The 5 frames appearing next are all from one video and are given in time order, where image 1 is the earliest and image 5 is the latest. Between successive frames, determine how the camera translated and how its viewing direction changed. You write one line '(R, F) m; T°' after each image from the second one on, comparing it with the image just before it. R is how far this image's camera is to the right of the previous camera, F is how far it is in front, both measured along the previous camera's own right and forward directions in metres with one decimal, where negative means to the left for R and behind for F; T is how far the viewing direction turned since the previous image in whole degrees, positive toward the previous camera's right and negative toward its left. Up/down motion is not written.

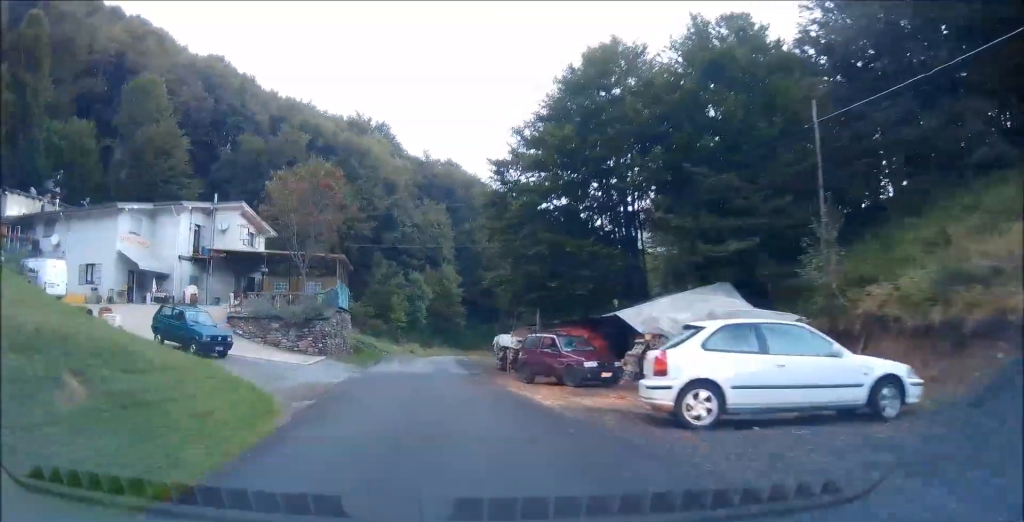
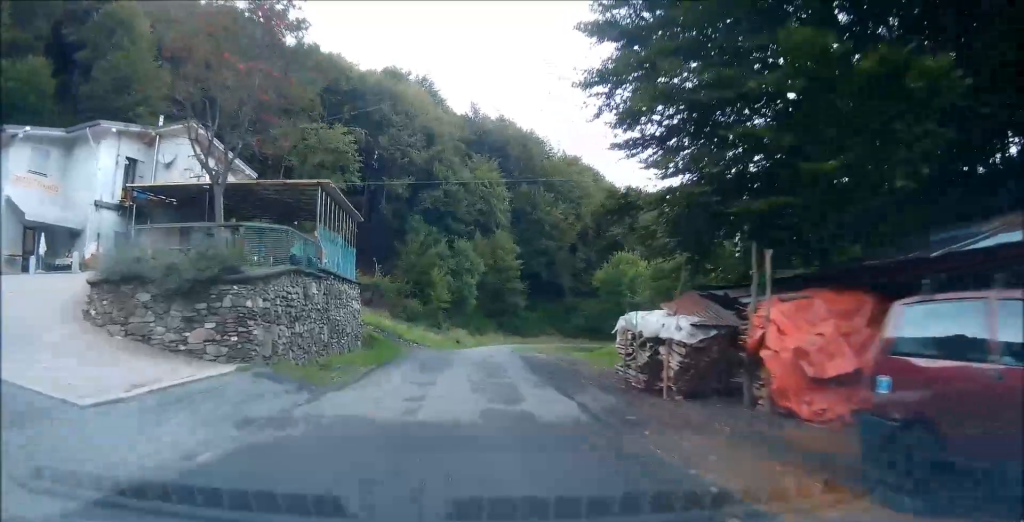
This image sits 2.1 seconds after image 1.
(-11.7, +12.1) m; -58°
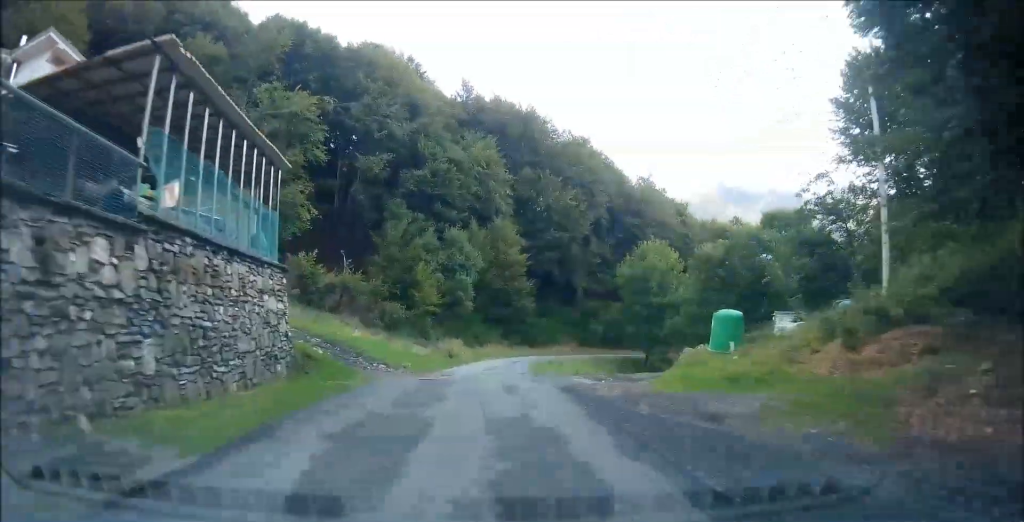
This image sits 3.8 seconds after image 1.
(-0.2, +13.6) m; -4°
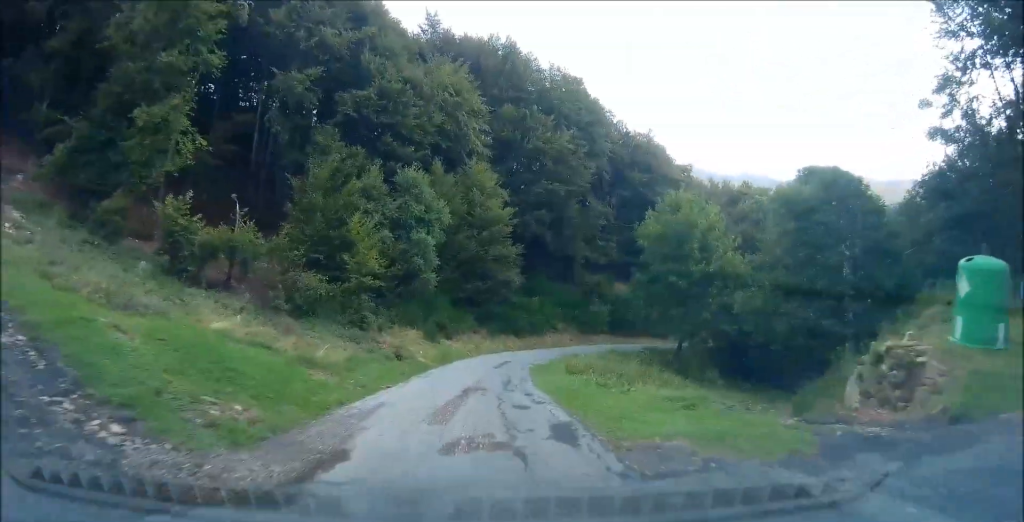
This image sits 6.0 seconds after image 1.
(-0.7, +17.0) m; +1°
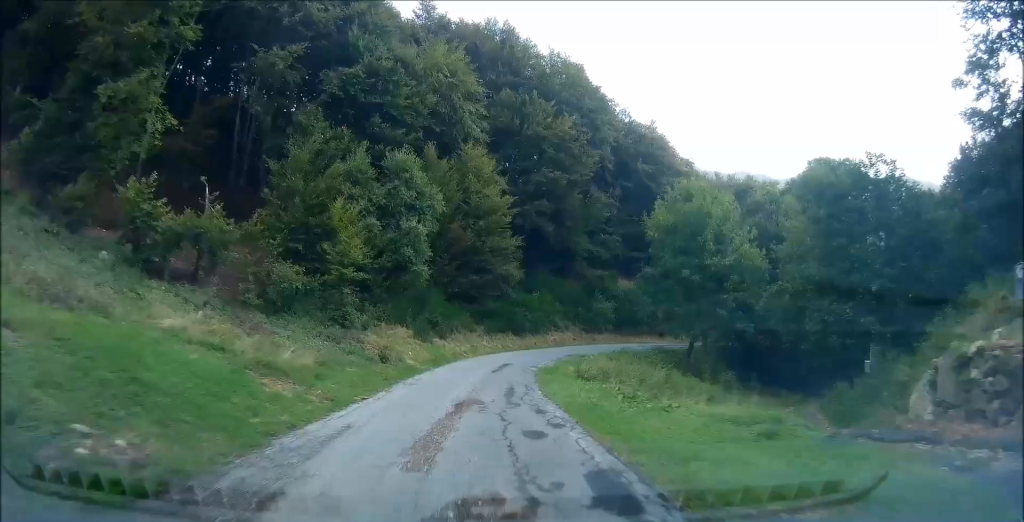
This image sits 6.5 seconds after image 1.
(+0.1, +3.1) m; +1°
